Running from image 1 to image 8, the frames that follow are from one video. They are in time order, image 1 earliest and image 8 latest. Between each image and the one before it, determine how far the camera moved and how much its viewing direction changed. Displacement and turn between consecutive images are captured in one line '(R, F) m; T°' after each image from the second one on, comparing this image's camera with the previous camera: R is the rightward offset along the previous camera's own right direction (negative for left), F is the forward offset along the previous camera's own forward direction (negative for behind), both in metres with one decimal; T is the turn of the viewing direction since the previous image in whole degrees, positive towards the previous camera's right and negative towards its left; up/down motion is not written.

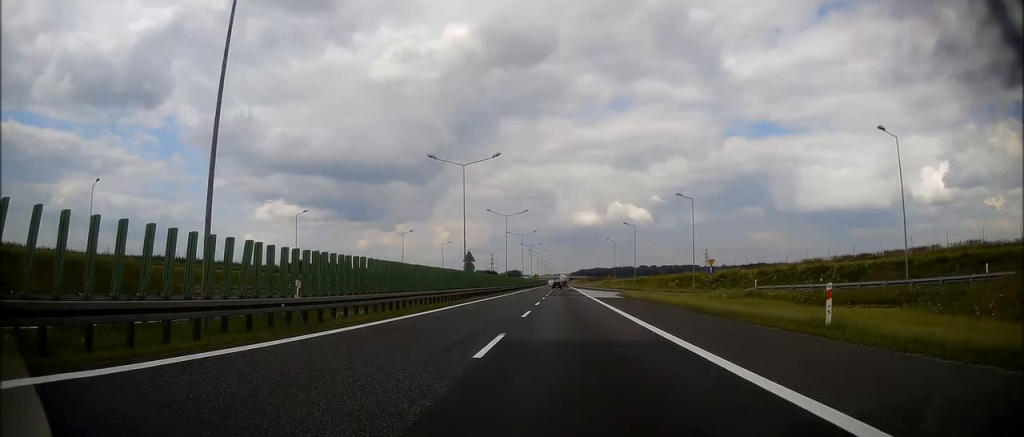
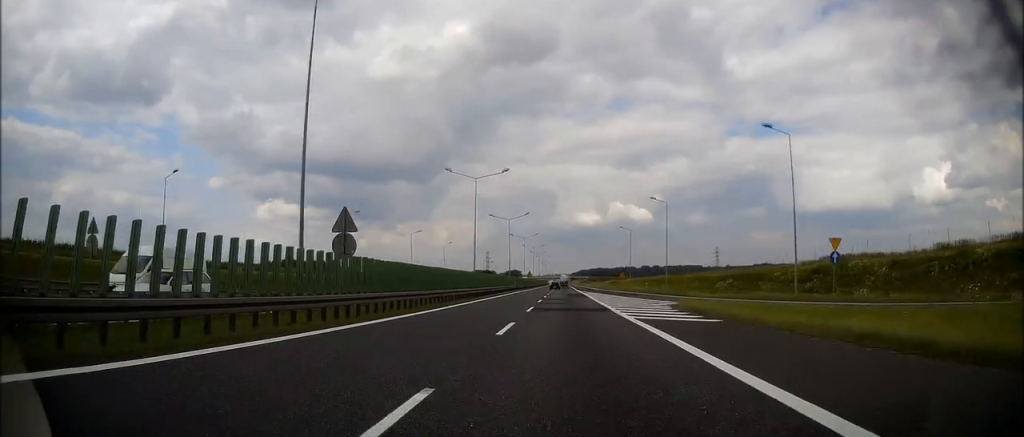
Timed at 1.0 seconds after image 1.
(0.0, +31.6) m; 0°
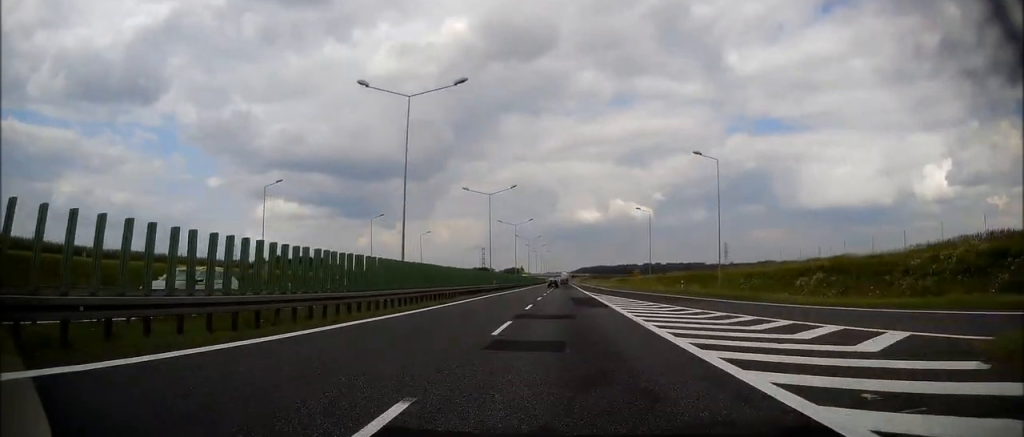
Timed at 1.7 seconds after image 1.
(0.0, +24.9) m; 0°
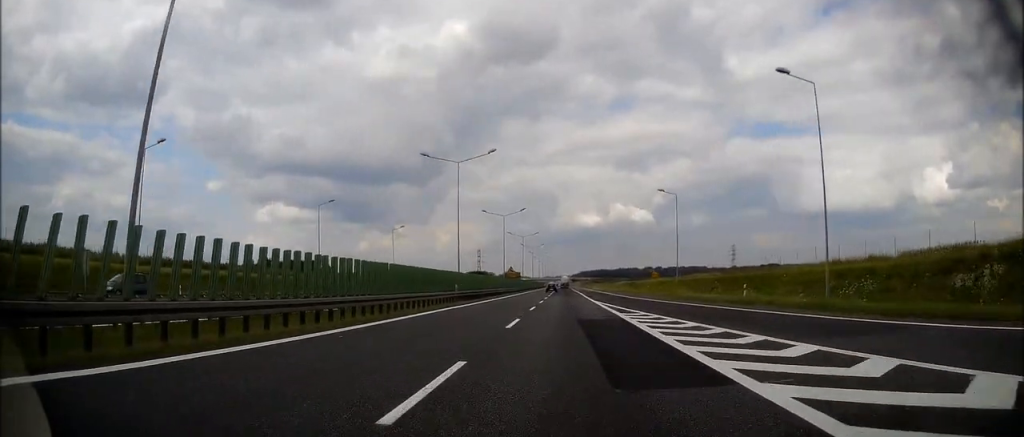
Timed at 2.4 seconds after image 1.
(-0.2, +20.5) m; 0°
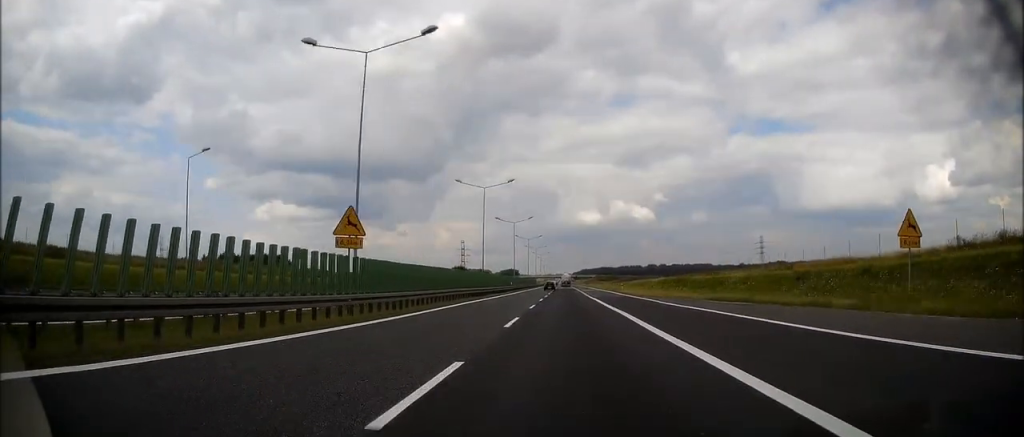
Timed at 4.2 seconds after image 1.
(+0.6, +60.2) m; 0°
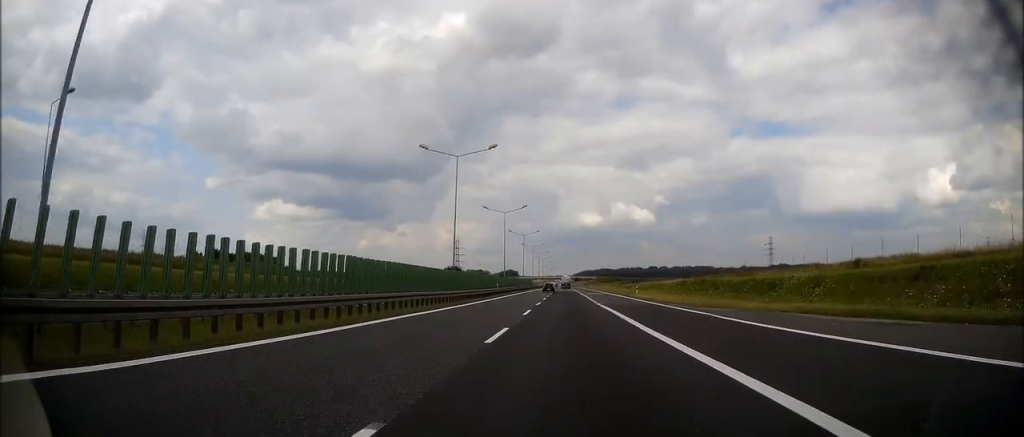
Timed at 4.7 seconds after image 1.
(0.0, +16.1) m; 0°
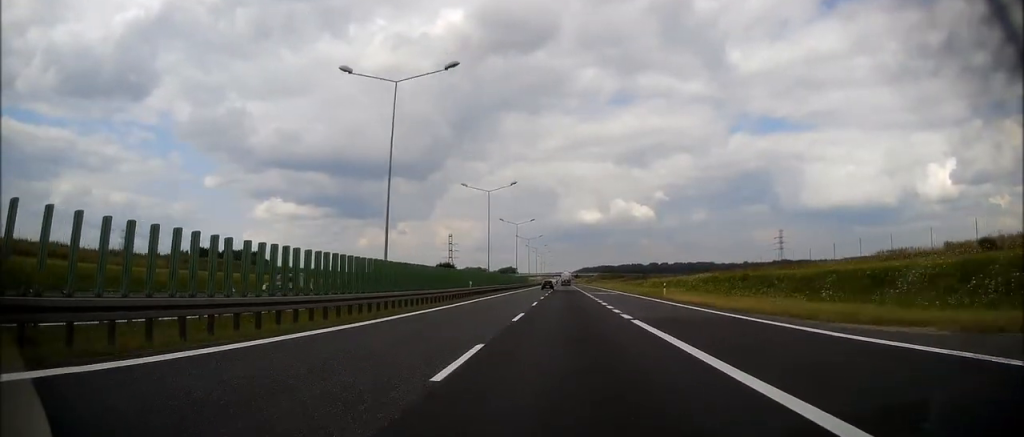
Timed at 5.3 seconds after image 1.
(-0.2, +17.2) m; 0°
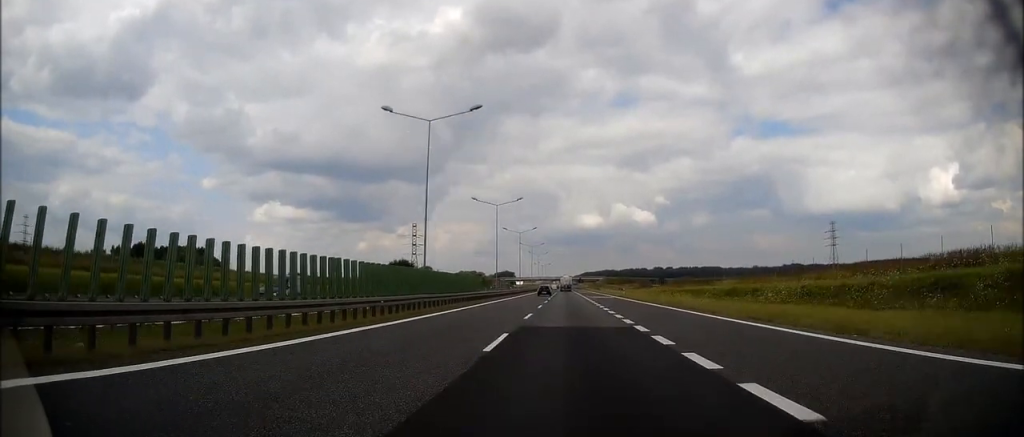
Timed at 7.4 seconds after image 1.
(+0.6, +67.8) m; 0°
